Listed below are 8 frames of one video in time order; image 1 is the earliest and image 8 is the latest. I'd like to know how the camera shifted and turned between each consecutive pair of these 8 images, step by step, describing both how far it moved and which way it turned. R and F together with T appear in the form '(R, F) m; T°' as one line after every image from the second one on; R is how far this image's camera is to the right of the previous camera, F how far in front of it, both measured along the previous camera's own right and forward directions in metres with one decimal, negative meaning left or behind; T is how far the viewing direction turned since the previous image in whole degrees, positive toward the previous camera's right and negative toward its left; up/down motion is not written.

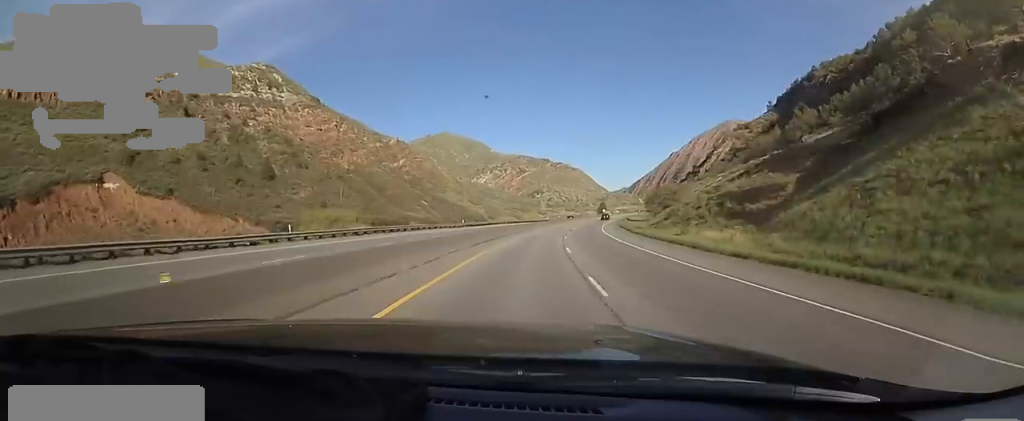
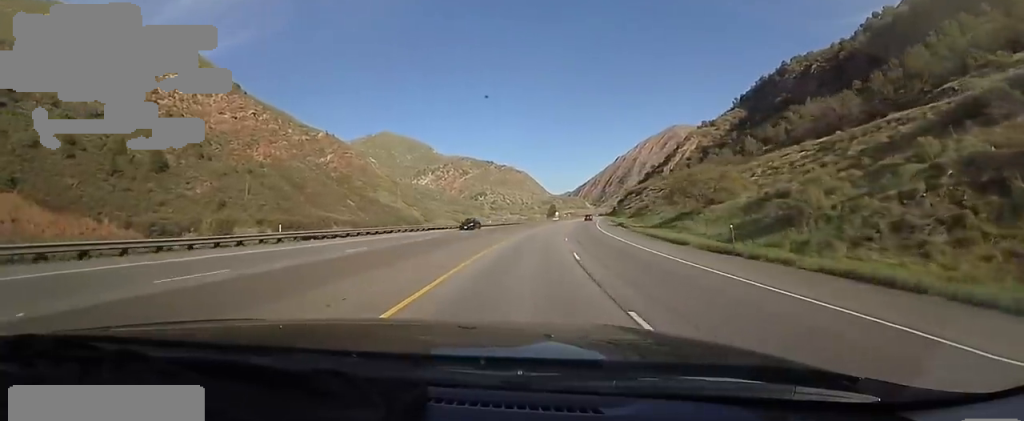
(+3.1, +41.7) m; +10°
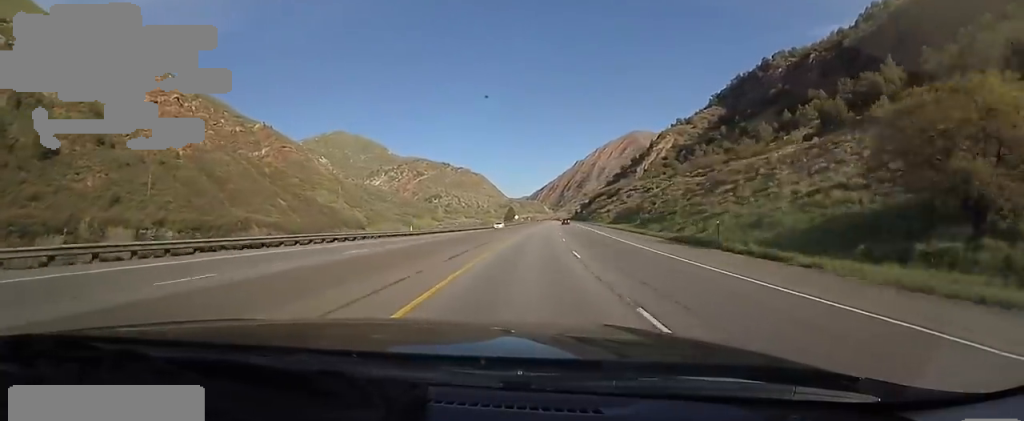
(+2.4, +36.9) m; +2°
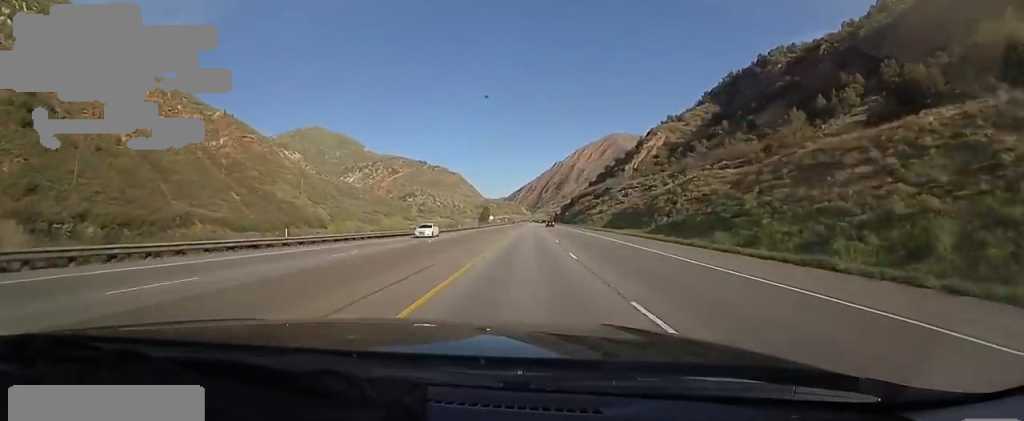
(-0.8, +25.3) m; +2°
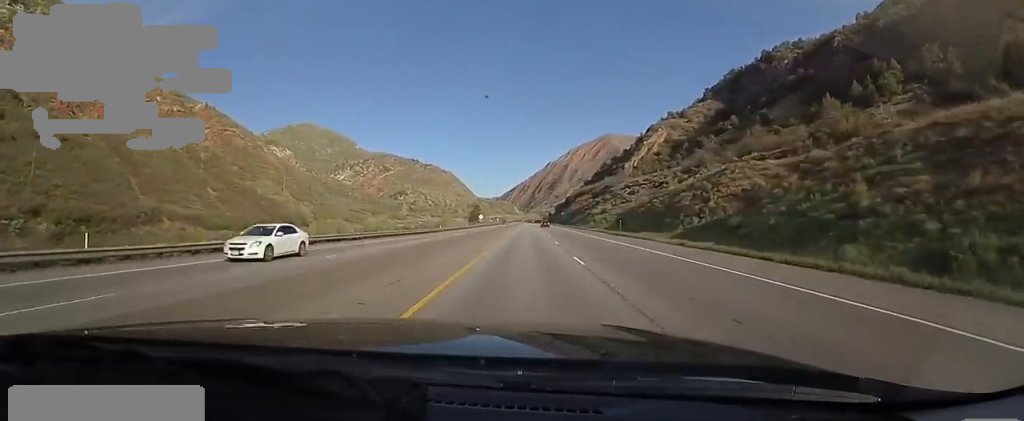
(-0.2, +14.6) m; +2°
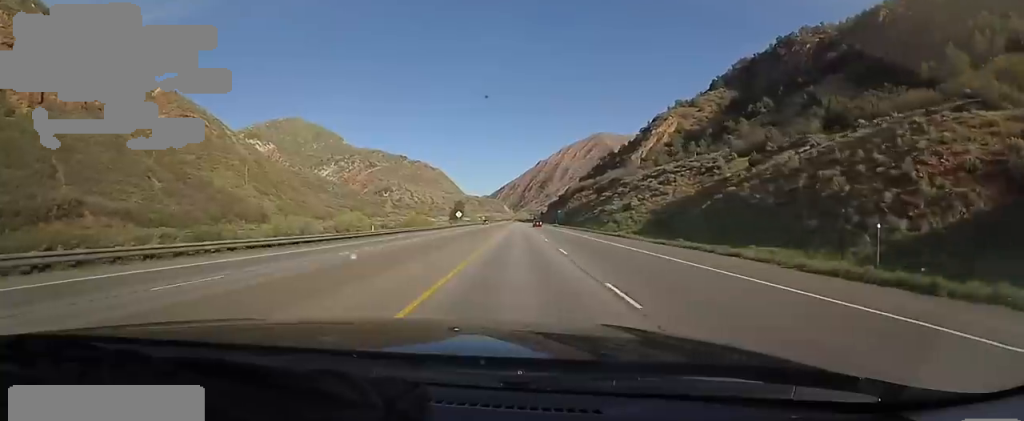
(+2.6, +32.4) m; +3°
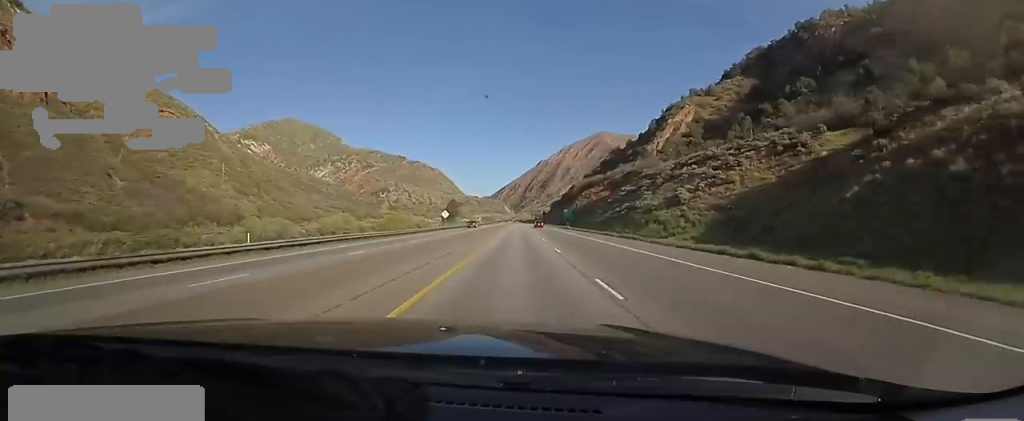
(-0.9, +22.9) m; 0°
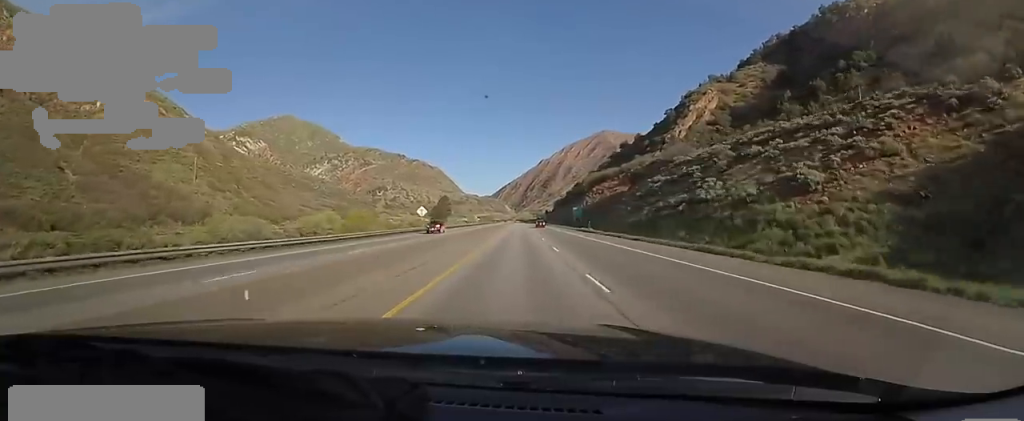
(+0.8, +24.0) m; 0°
